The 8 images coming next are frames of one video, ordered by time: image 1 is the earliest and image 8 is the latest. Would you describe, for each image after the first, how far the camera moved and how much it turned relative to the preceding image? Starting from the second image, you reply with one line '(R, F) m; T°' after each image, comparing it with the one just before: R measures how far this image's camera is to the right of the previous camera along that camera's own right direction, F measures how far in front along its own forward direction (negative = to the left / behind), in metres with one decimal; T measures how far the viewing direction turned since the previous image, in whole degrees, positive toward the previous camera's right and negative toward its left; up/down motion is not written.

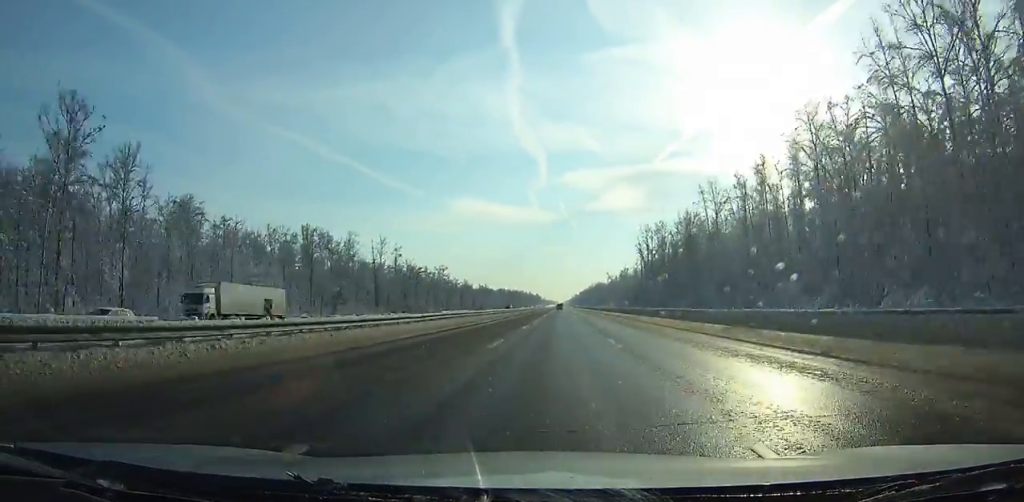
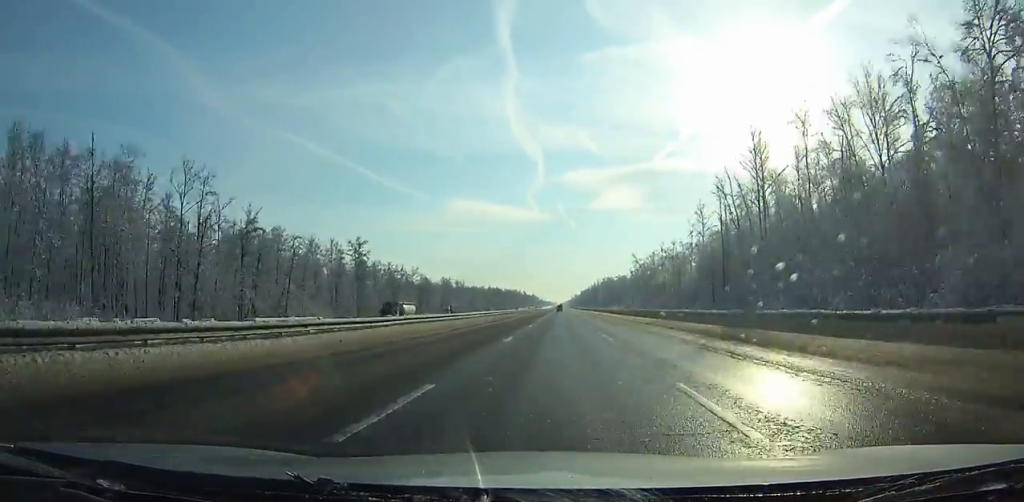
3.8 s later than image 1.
(+0.2, +107.0) m; 0°
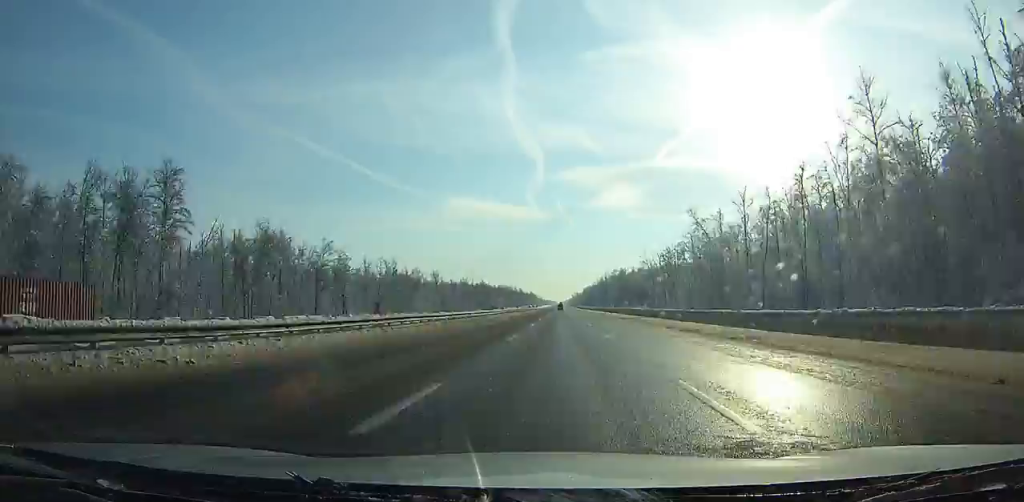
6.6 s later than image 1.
(0.0, +79.9) m; 0°
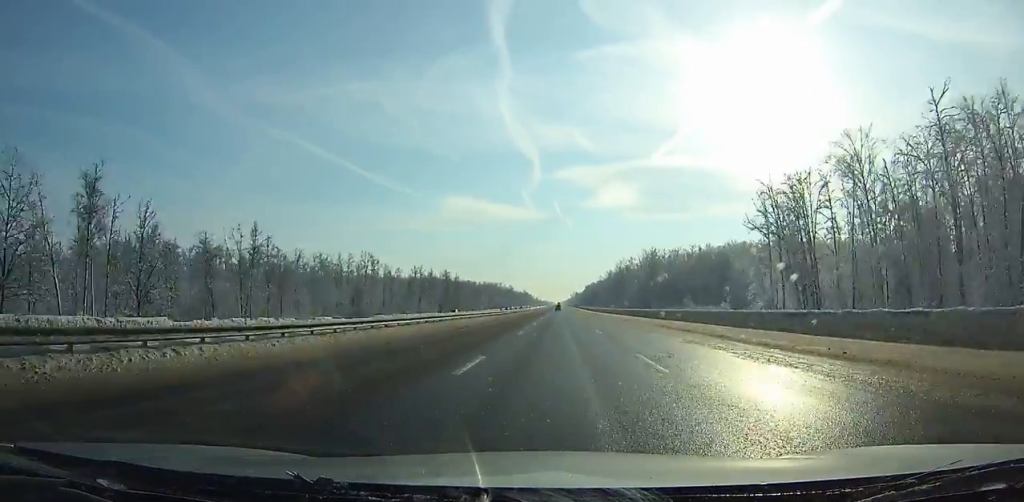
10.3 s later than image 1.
(+0.2, +107.2) m; 0°
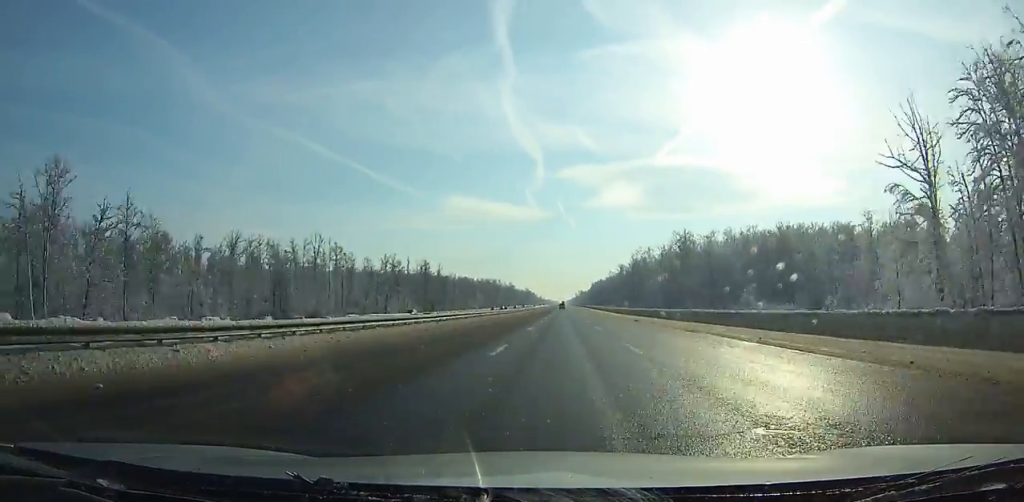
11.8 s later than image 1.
(0.0, +44.0) m; 0°
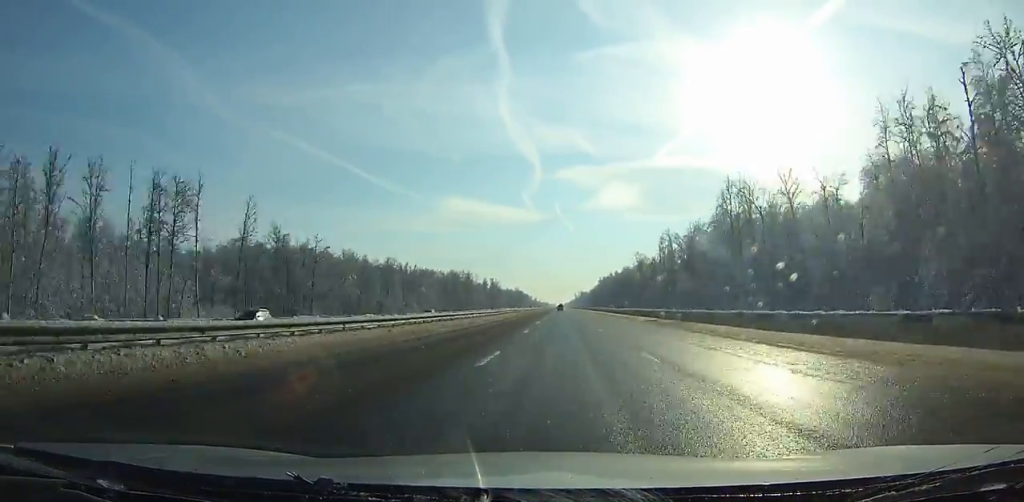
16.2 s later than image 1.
(-0.2, +130.2) m; 0°
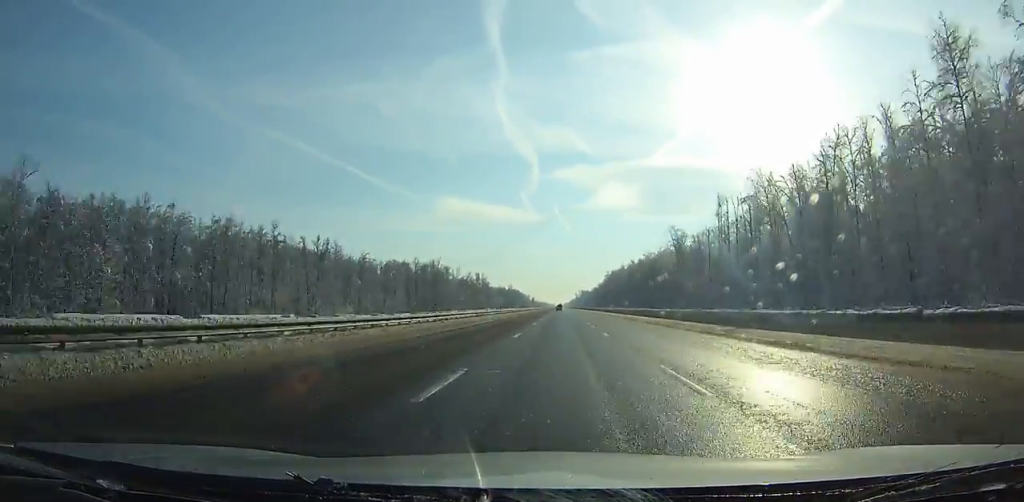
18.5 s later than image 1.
(+0.2, +68.5) m; 0°
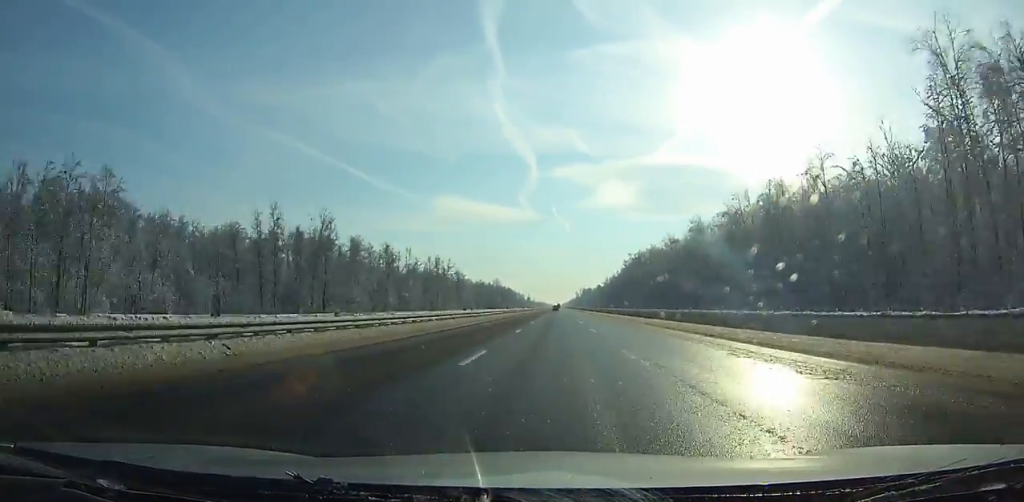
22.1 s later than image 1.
(+0.3, +107.2) m; 0°
